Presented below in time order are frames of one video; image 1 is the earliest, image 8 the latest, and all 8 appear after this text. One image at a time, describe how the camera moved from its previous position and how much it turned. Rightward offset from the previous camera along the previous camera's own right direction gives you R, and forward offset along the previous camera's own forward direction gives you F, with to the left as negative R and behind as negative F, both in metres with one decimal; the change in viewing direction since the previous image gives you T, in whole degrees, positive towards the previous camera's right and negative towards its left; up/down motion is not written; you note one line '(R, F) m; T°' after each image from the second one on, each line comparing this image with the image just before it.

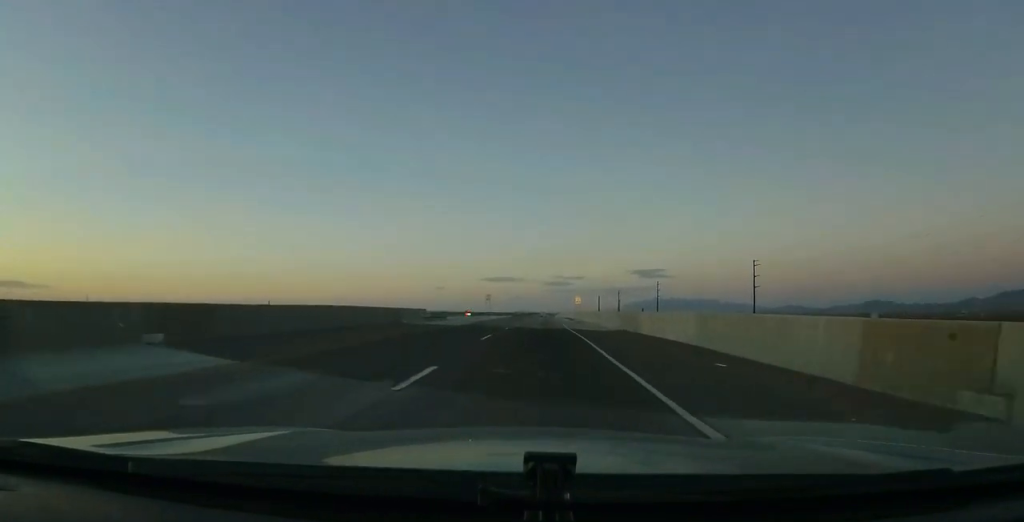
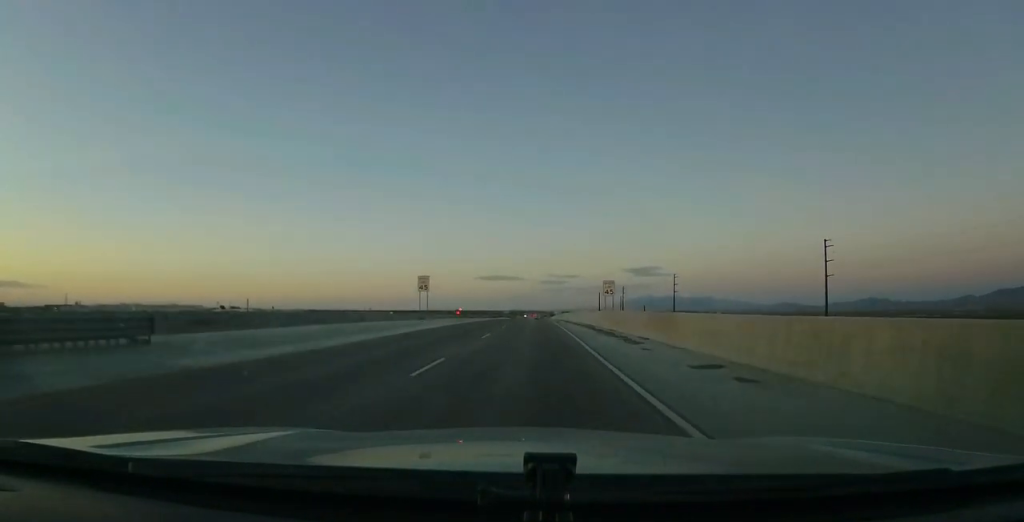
(-0.5, +46.3) m; -1°
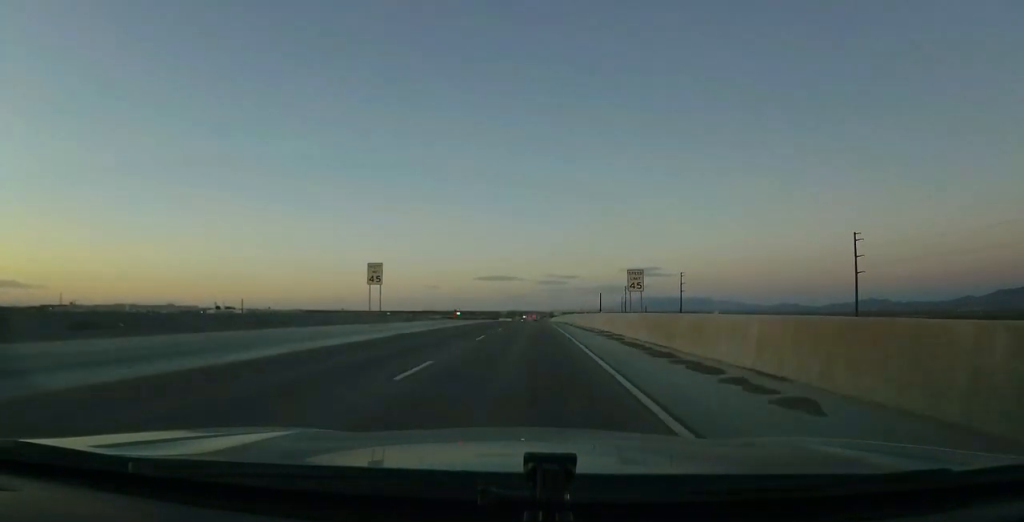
(+0.1, +12.8) m; 0°
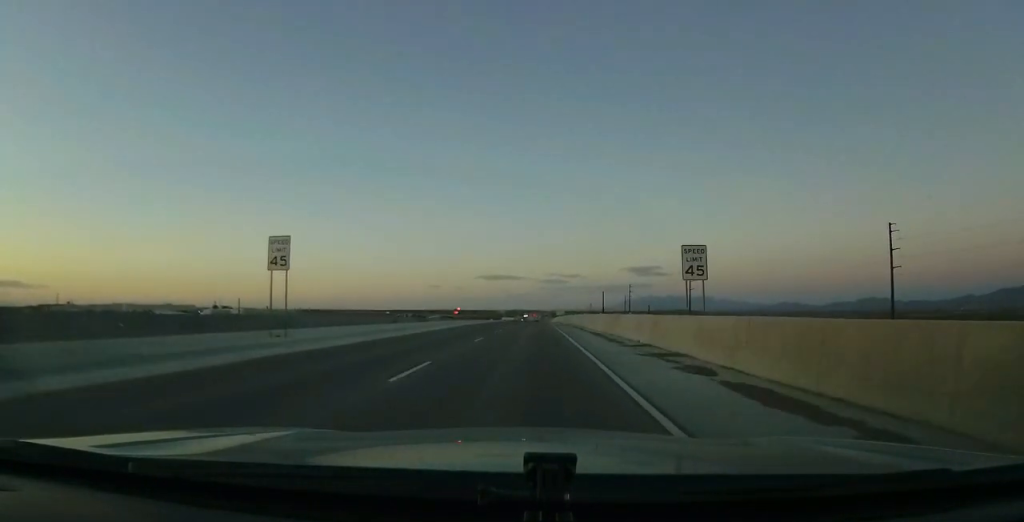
(+0.2, +12.1) m; 0°
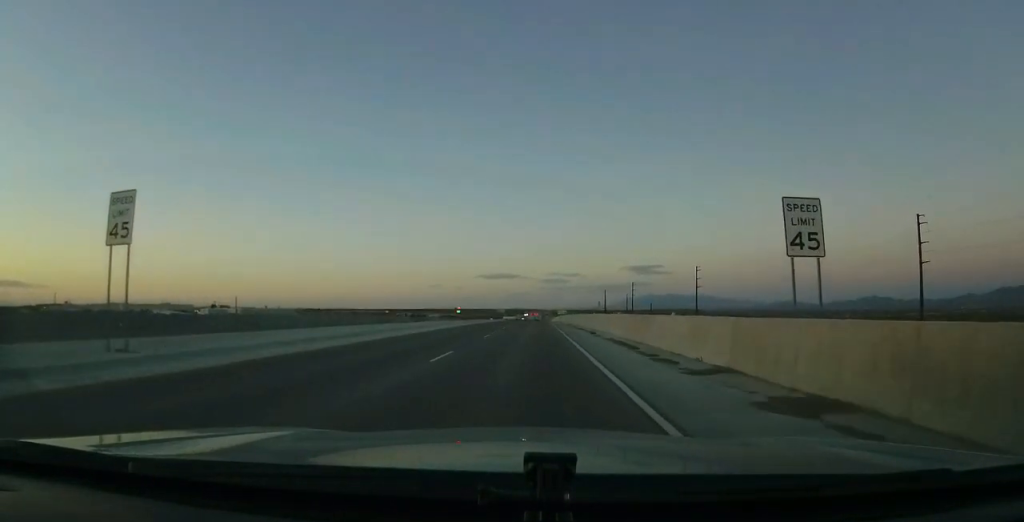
(-0.2, +8.5) m; 0°
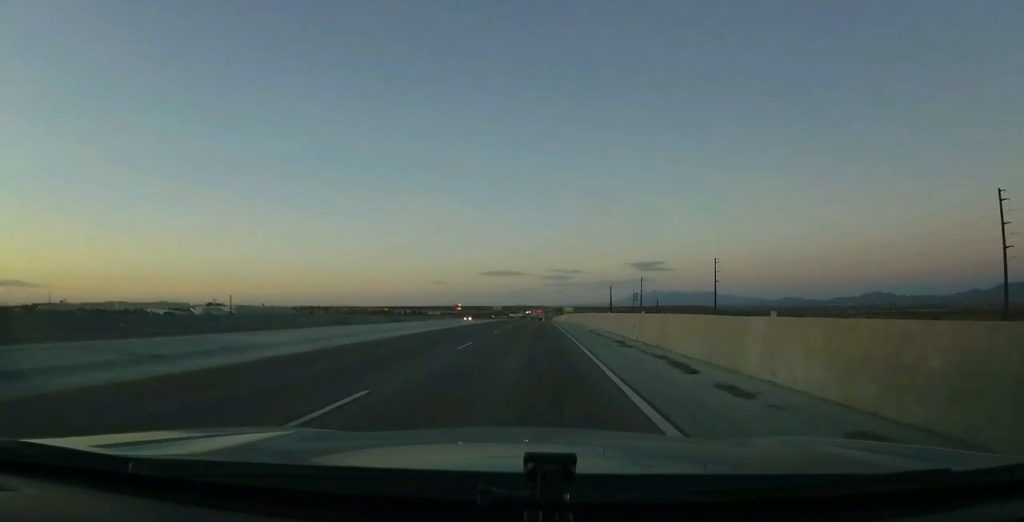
(-0.1, +19.8) m; 0°
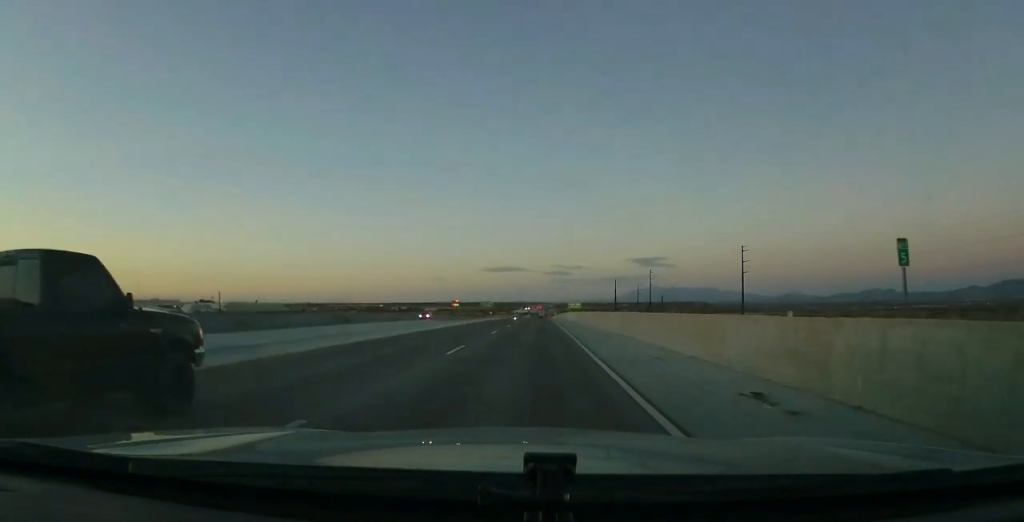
(0.0, +26.3) m; 0°
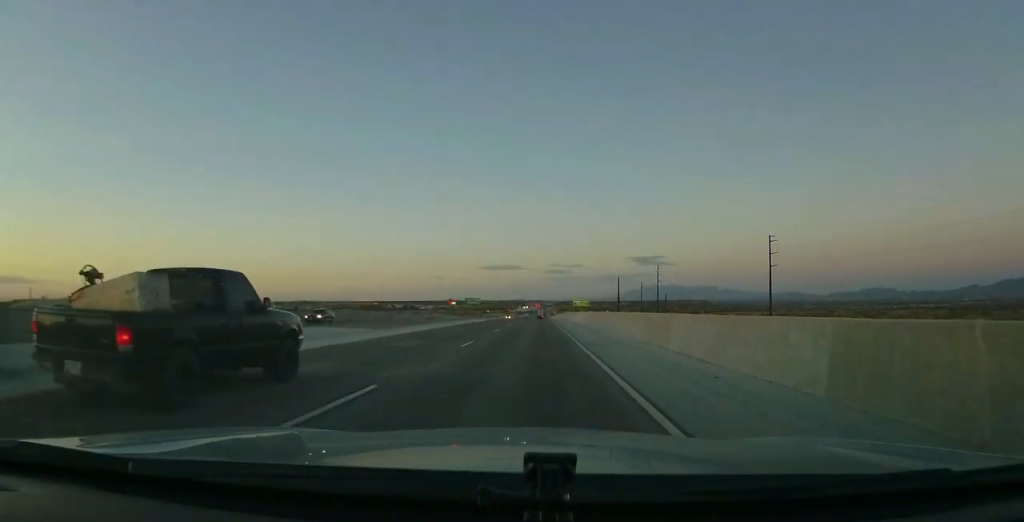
(+0.1, +21.6) m; 0°
